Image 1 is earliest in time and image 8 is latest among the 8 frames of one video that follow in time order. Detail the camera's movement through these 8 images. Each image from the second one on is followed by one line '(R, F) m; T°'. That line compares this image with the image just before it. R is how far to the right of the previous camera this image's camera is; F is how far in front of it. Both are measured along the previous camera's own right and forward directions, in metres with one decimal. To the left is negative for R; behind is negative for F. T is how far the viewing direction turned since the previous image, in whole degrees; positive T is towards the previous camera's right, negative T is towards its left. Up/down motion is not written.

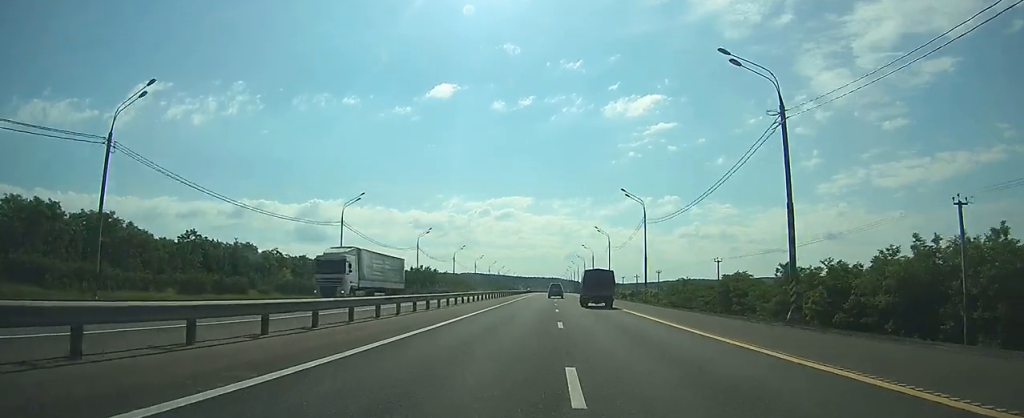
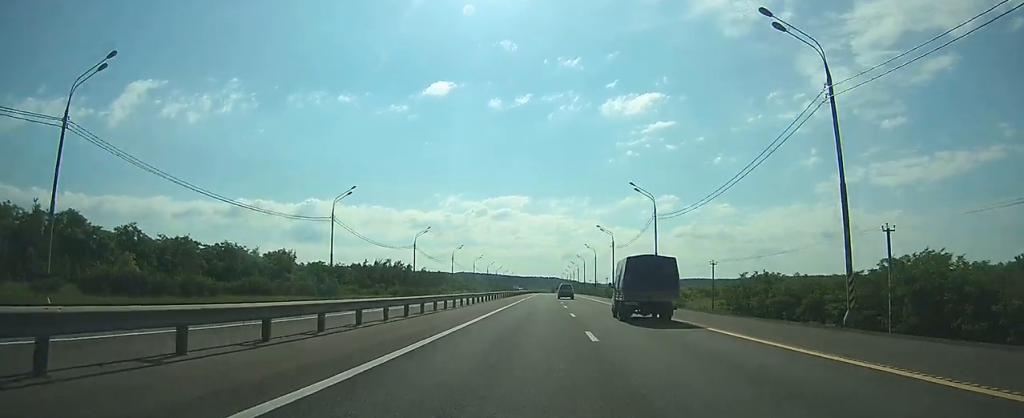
(-0.1, +39.7) m; 0°
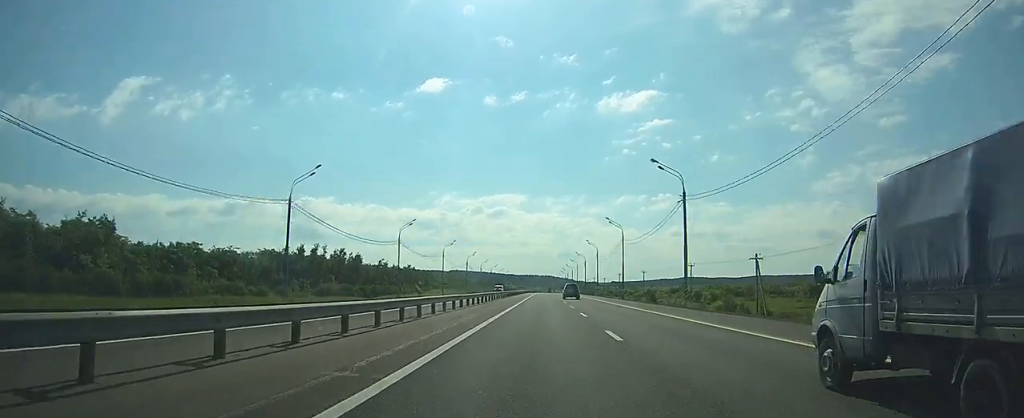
(0.0, +47.1) m; 0°
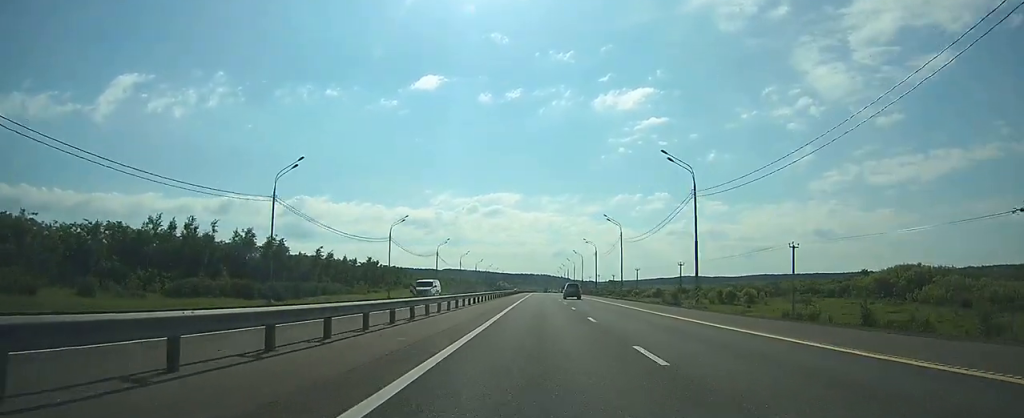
(+0.3, +40.1) m; +1°
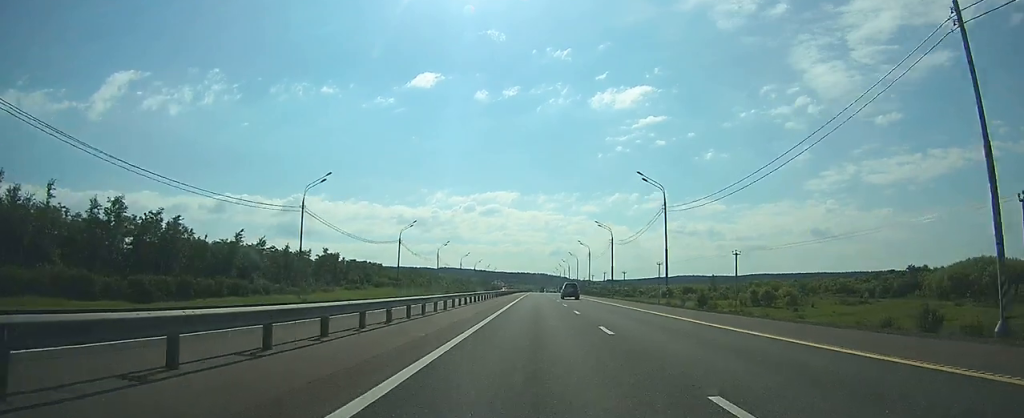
(+0.1, +29.7) m; 0°
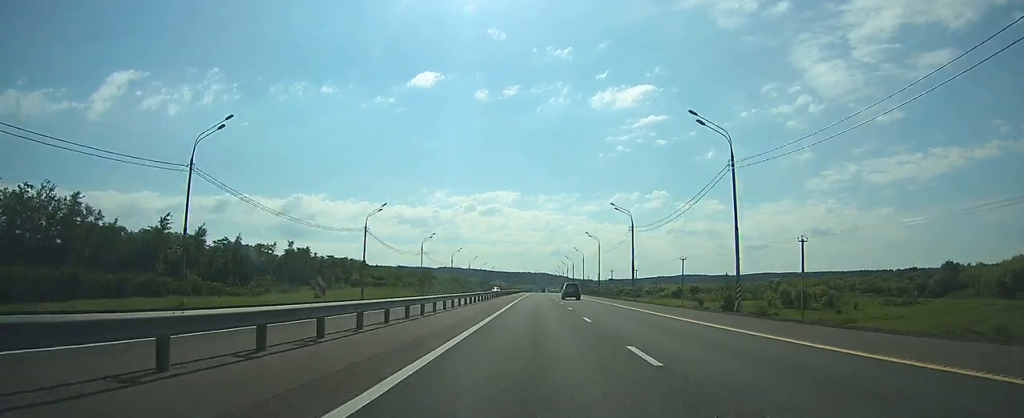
(0.0, +18.0) m; 0°
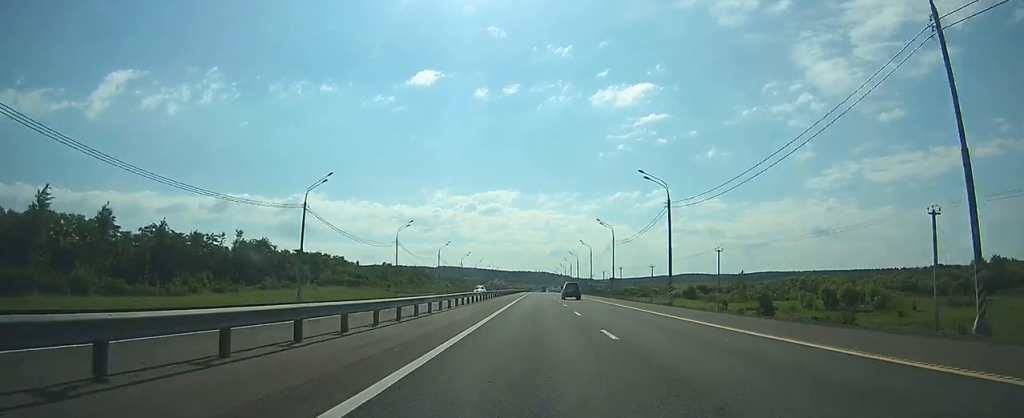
(0.0, +19.0) m; 0°
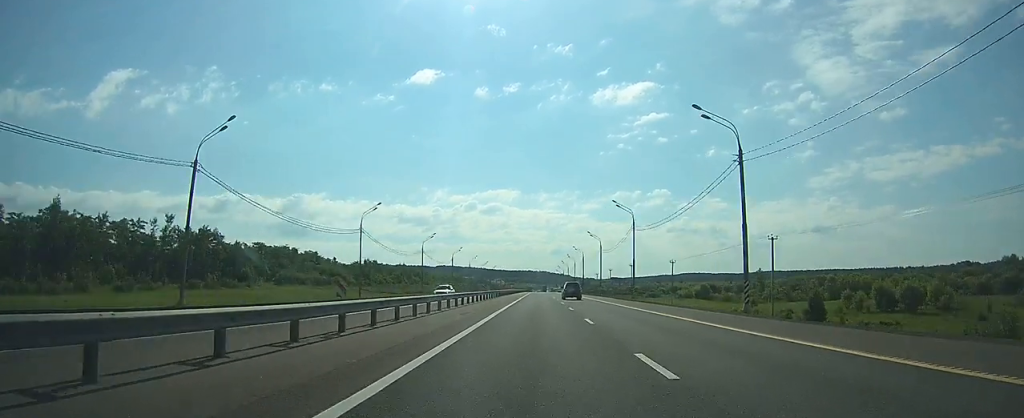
(0.0, +18.0) m; 0°
